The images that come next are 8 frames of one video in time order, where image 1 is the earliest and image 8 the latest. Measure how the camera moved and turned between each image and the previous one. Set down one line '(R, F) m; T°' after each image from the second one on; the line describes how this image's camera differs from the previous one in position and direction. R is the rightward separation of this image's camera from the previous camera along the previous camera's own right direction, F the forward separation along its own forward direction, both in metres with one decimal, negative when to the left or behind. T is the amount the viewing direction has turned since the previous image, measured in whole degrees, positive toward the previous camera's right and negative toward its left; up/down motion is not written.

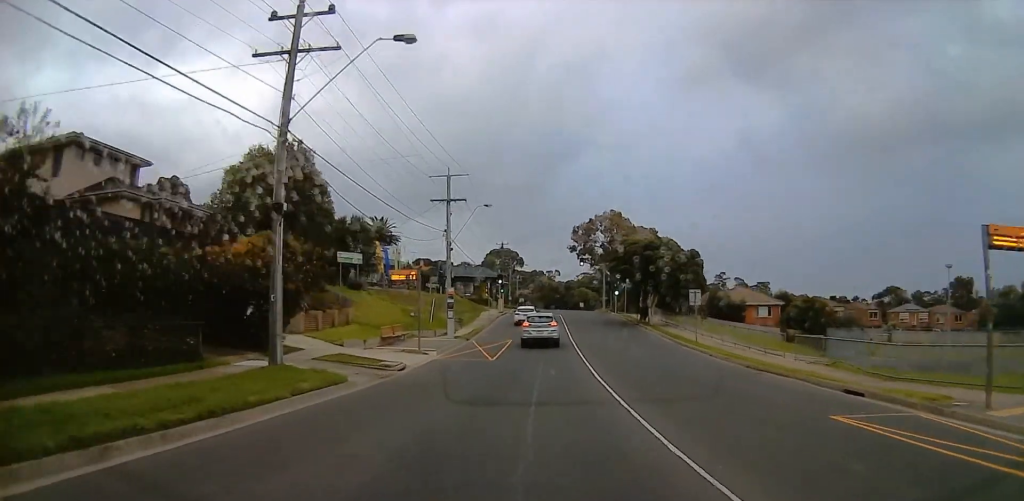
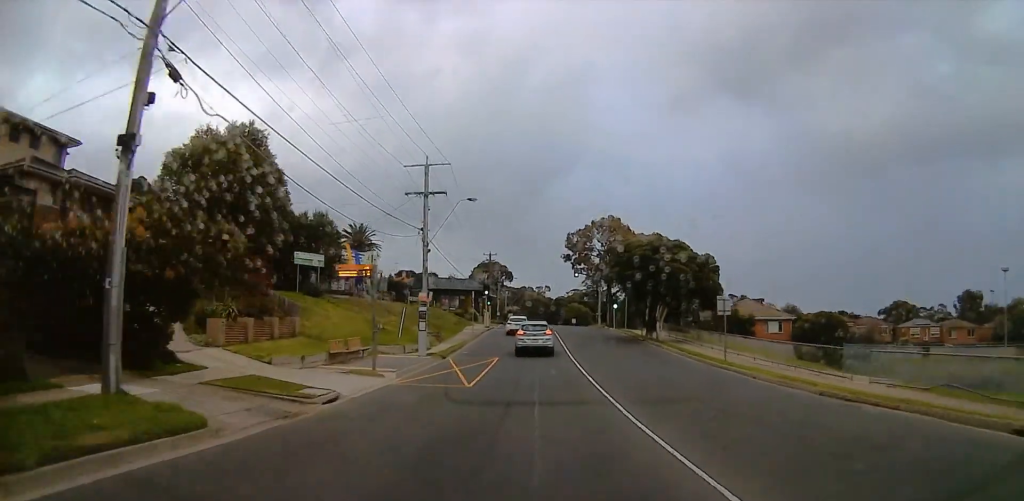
(+0.3, +6.7) m; 0°
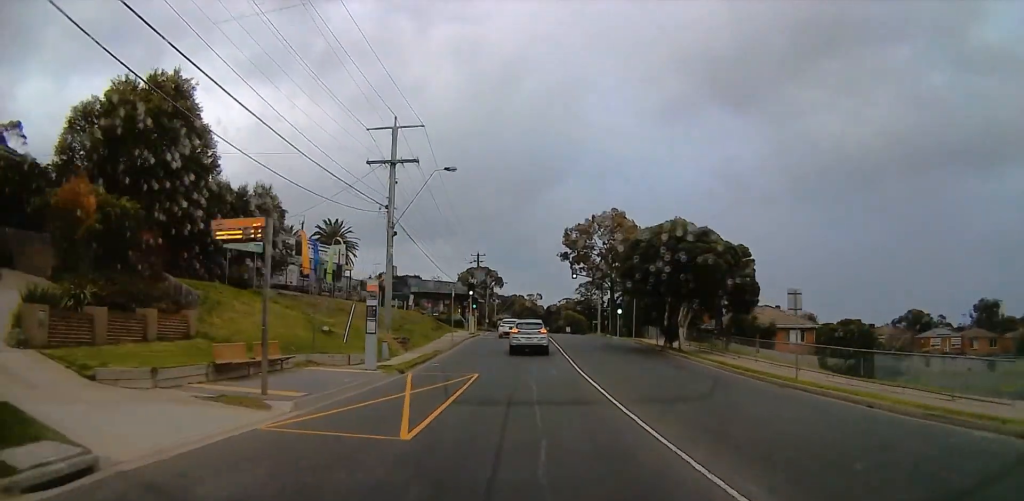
(-0.4, +9.0) m; -1°
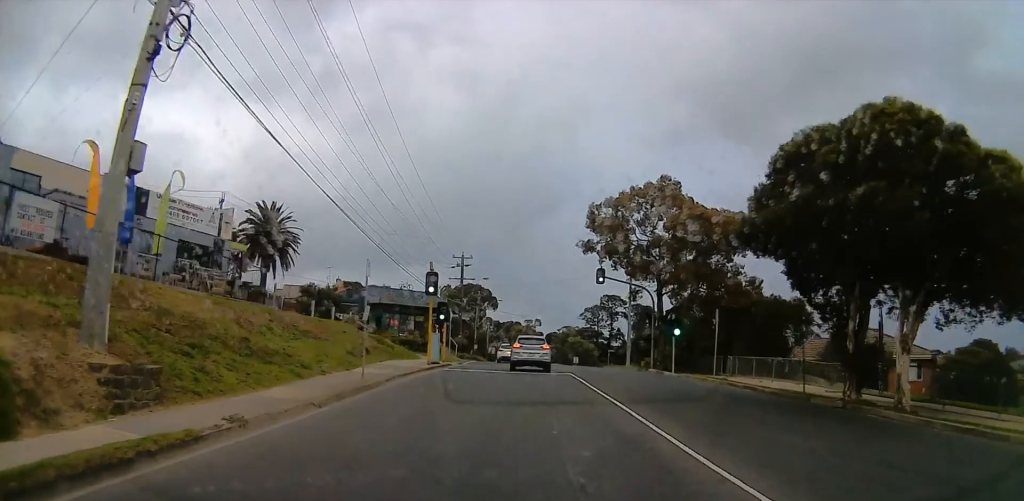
(-0.2, +23.0) m; 0°
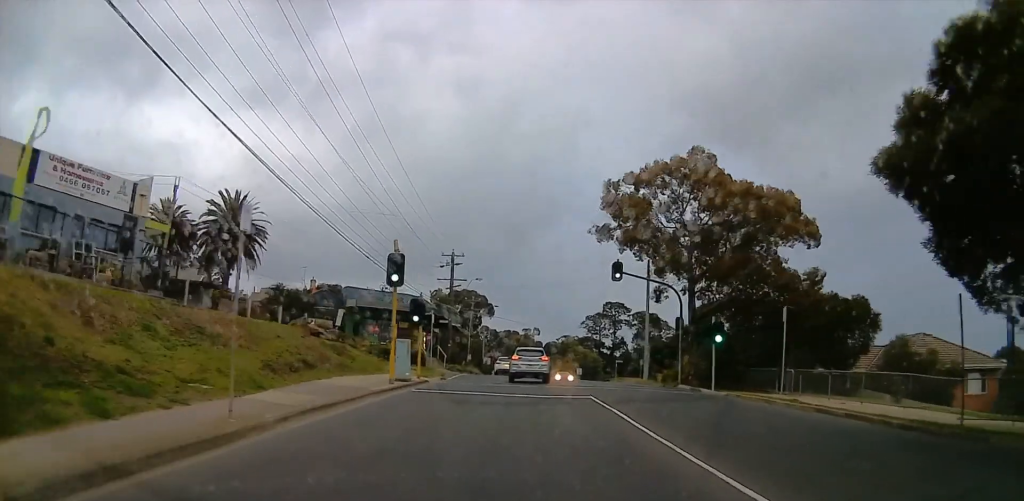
(-0.1, +8.5) m; +1°
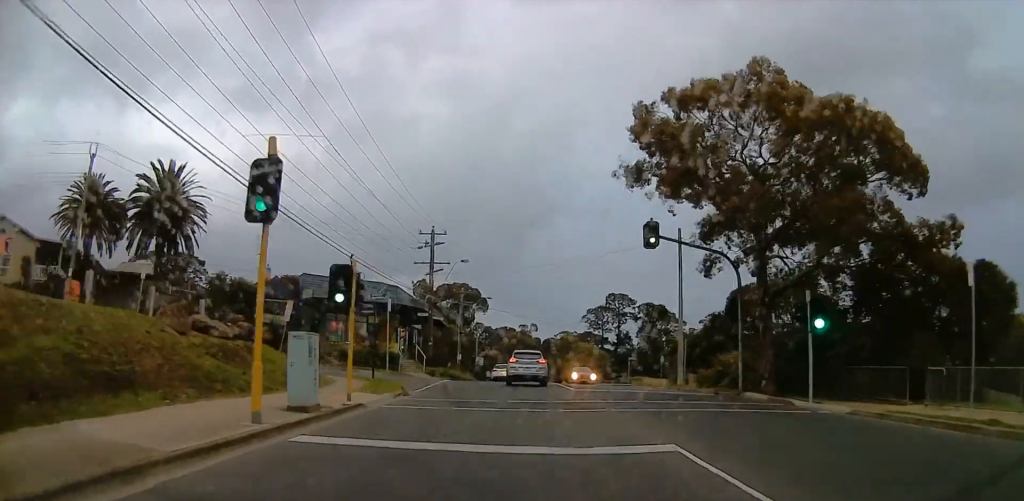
(+0.3, +11.2) m; +1°
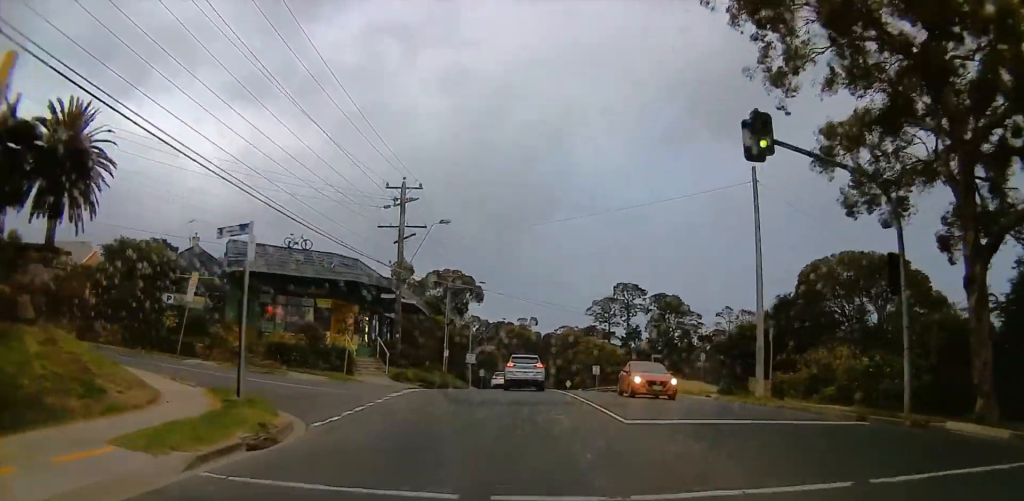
(+0.1, +12.9) m; 0°
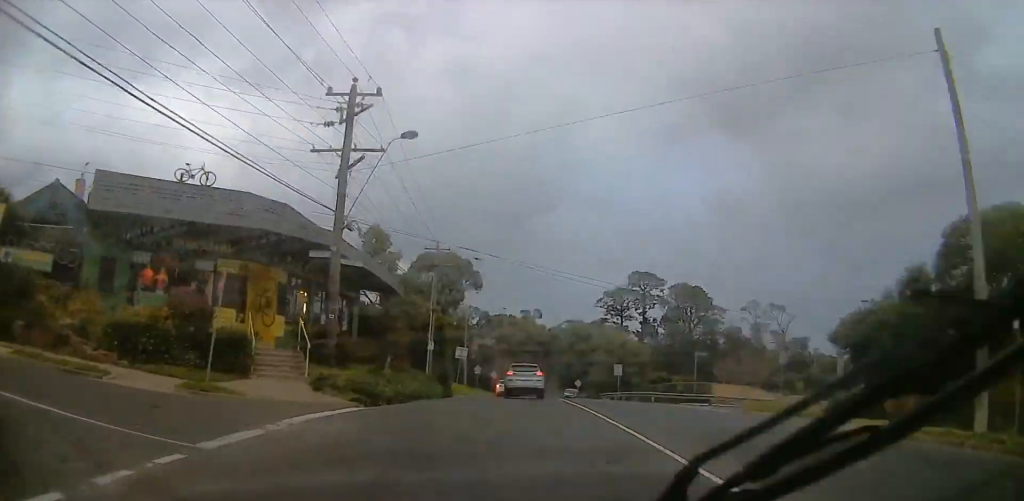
(0.0, +13.3) m; 0°
